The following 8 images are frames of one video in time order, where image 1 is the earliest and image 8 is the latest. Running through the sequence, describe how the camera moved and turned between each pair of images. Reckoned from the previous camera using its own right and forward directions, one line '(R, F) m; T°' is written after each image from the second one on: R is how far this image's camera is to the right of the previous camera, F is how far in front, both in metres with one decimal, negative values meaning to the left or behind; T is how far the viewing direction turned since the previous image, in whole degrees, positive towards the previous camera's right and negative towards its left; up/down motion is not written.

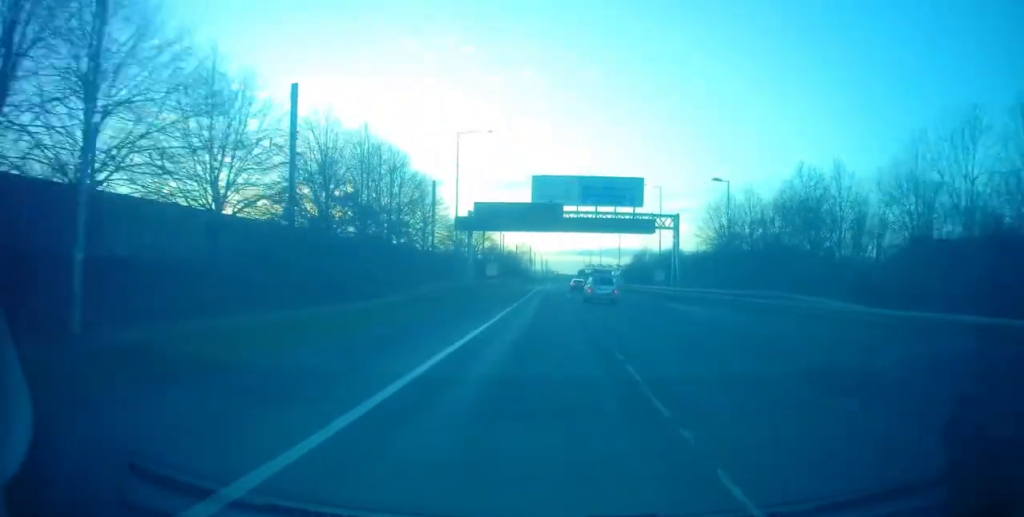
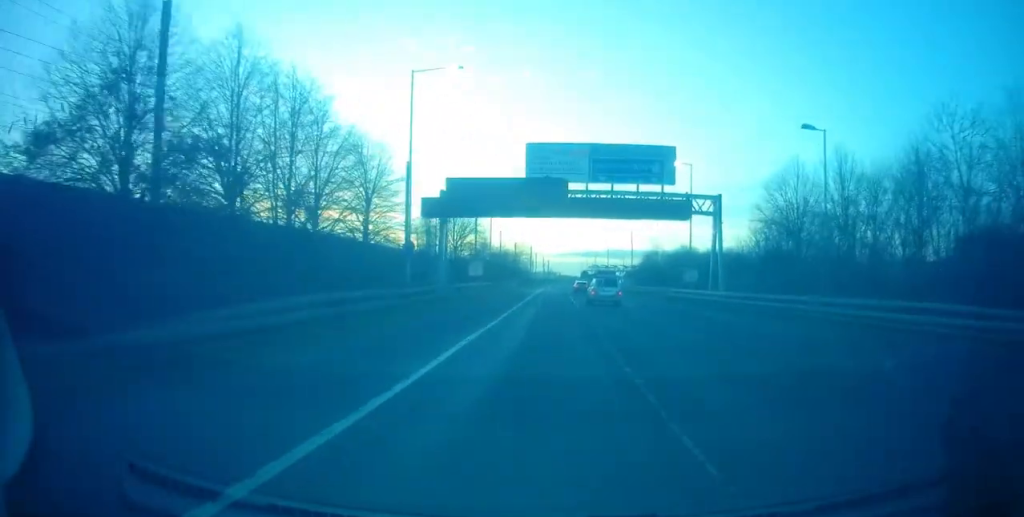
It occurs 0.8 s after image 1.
(0.0, +14.1) m; 0°
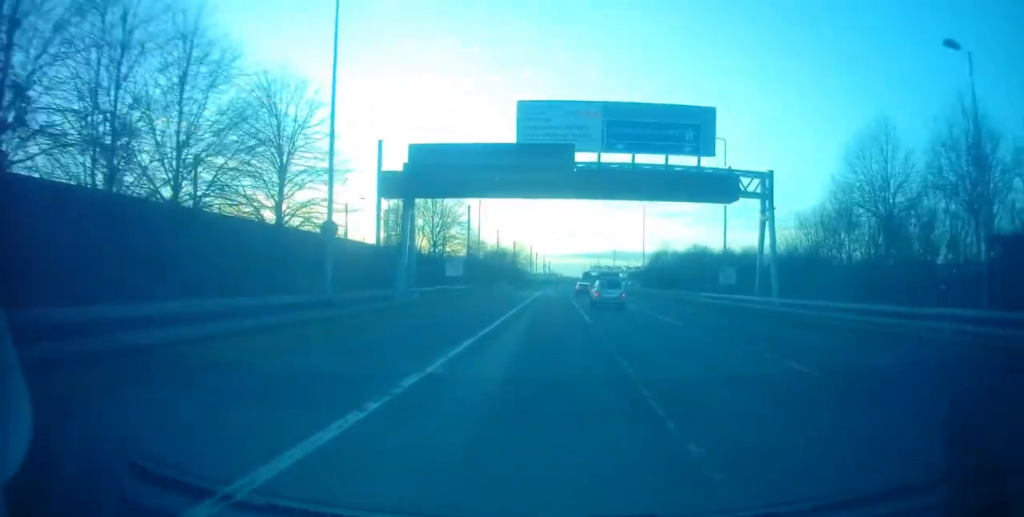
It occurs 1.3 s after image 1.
(0.0, +10.4) m; 0°
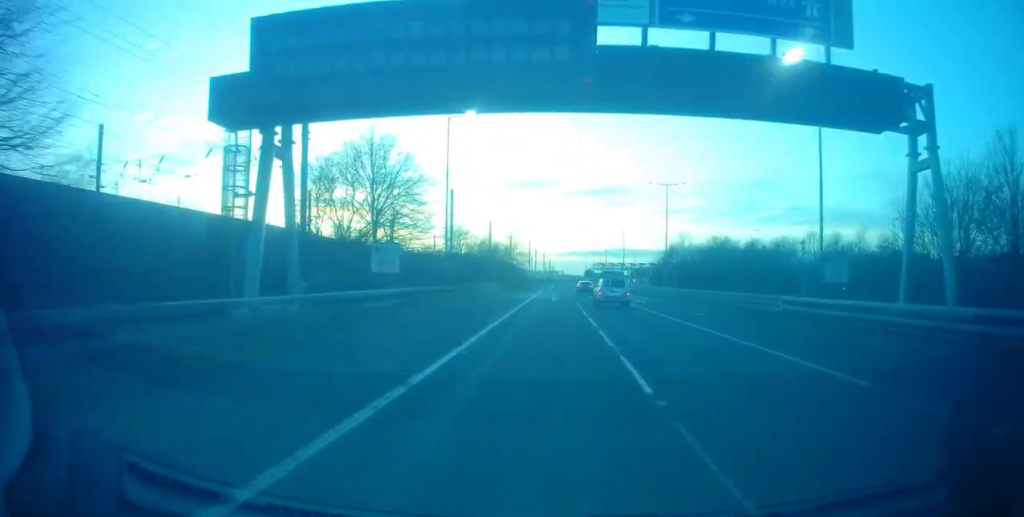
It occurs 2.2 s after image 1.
(-0.1, +15.7) m; -2°
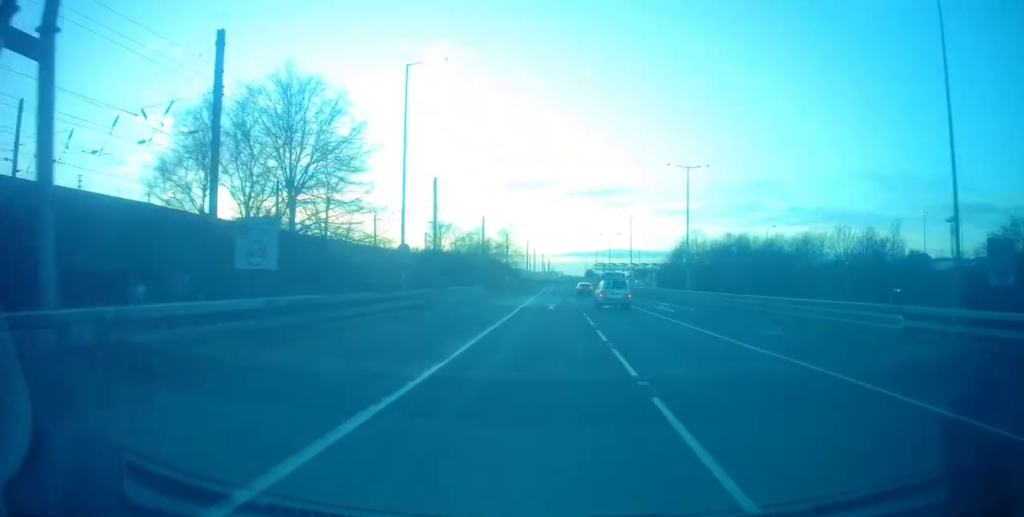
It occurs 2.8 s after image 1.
(-0.1, +10.2) m; -1°
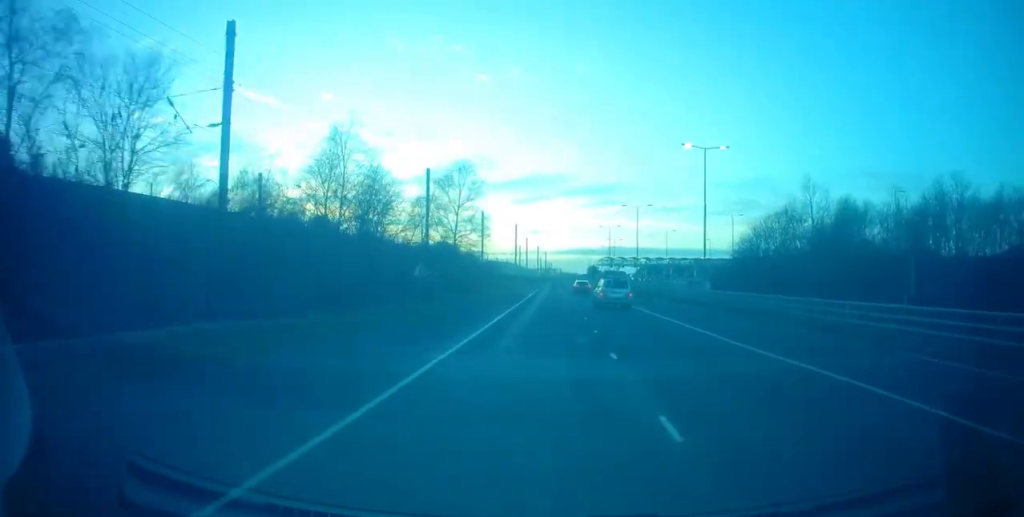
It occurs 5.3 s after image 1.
(+0.7, +45.2) m; +2°
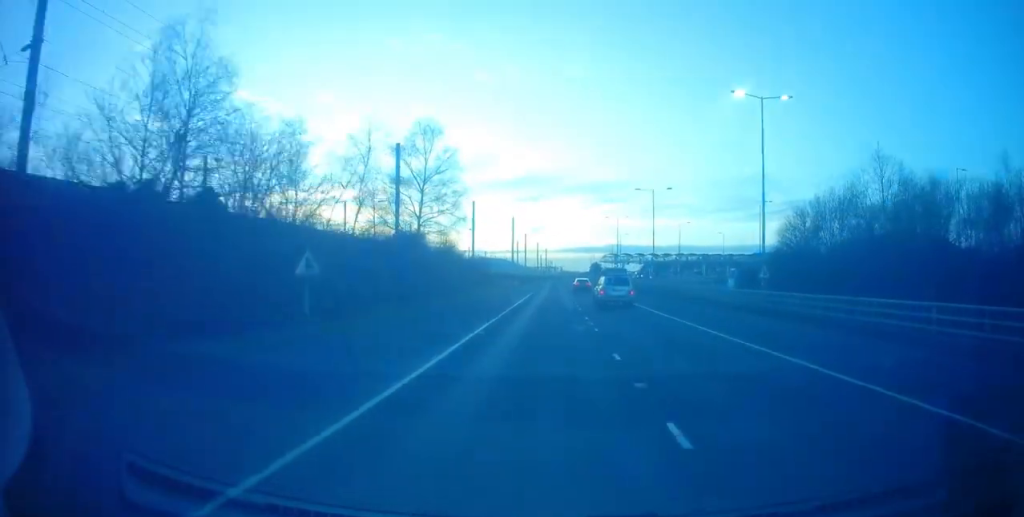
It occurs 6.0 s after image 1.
(0.0, +12.4) m; 0°
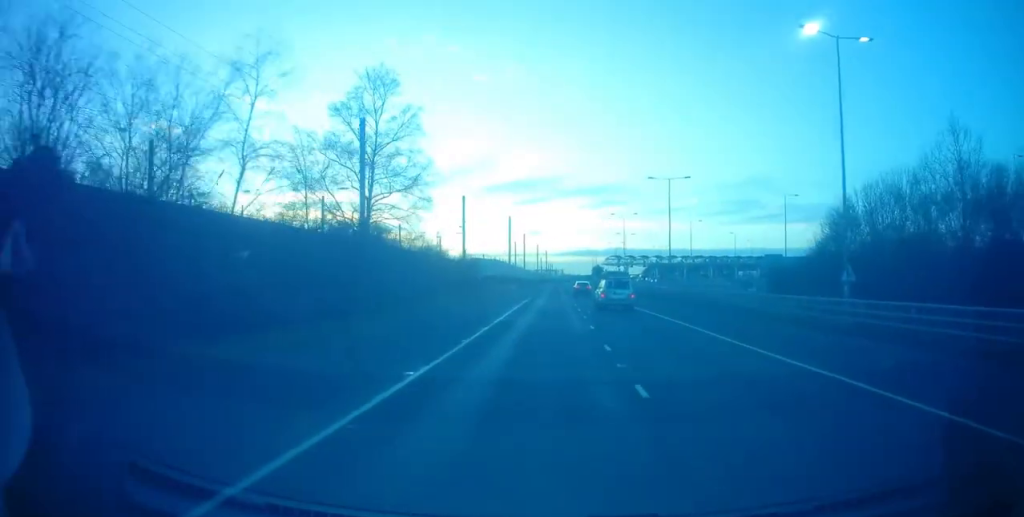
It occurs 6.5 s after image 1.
(0.0, +9.4) m; 0°
